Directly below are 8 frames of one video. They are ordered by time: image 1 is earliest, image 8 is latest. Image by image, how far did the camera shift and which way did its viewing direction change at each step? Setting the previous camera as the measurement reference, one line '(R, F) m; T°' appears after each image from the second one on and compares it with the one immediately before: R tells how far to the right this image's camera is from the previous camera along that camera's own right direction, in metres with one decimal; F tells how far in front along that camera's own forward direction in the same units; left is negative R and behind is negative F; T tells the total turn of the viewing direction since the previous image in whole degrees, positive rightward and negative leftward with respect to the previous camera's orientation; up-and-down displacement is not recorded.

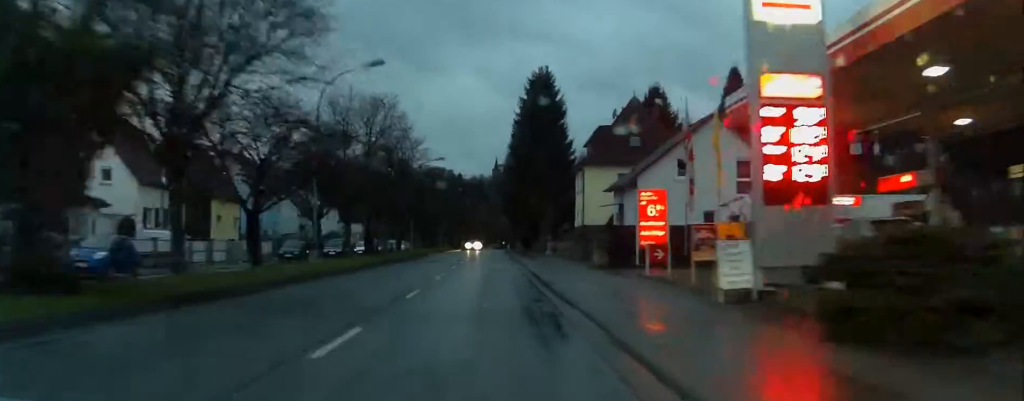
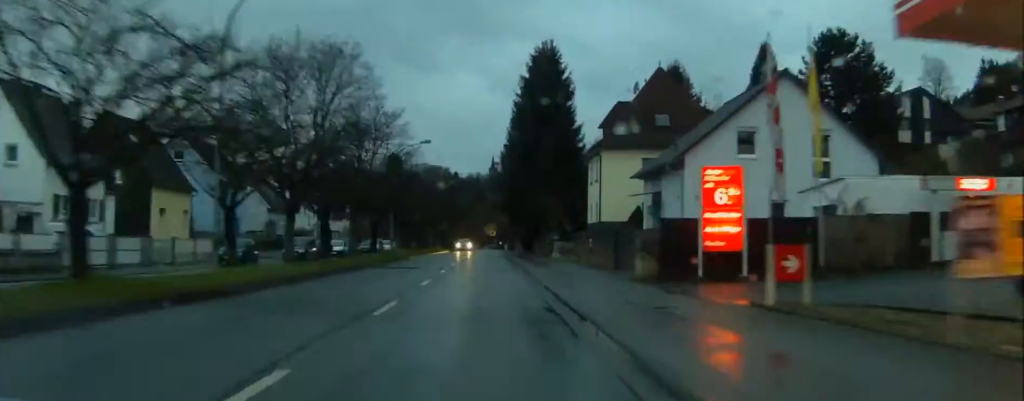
(+0.1, +13.1) m; 0°
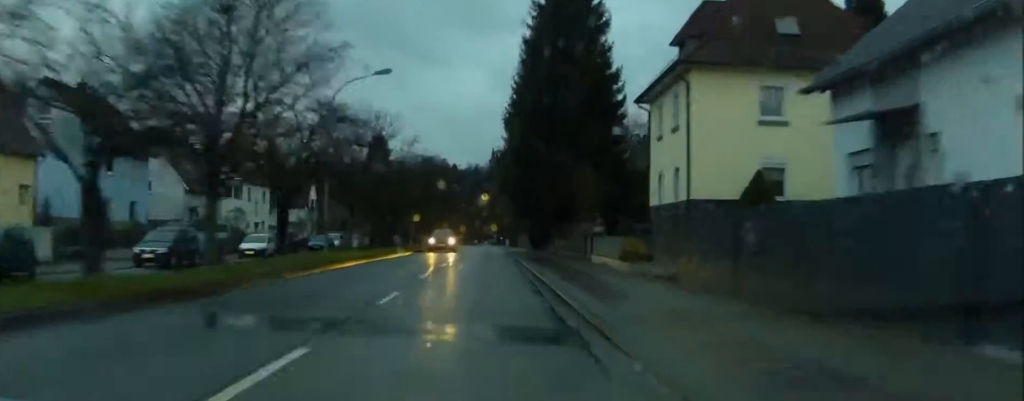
(0.0, +24.9) m; 0°
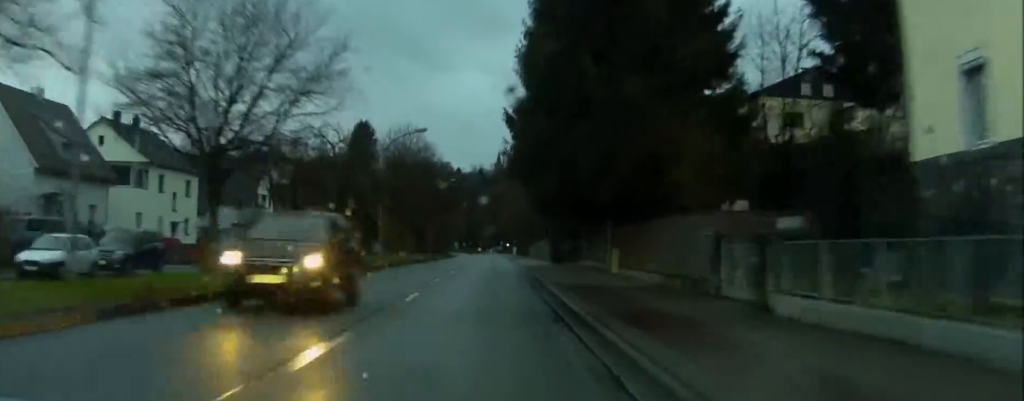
(0.0, +25.8) m; 0°
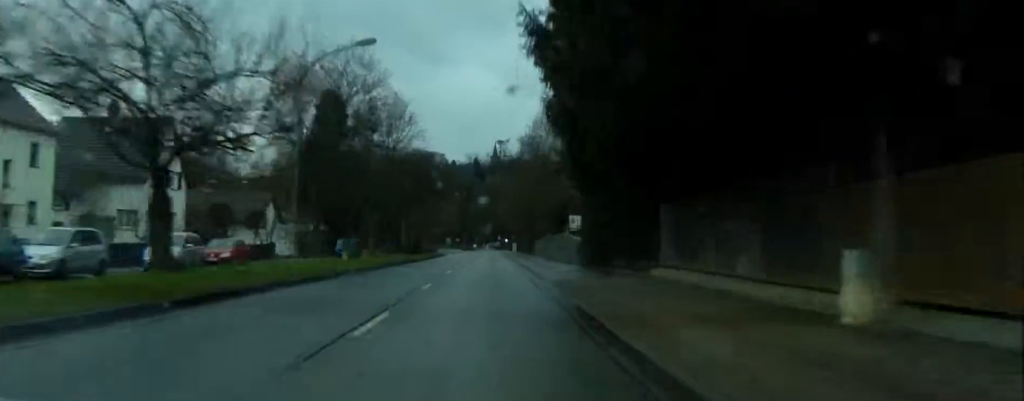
(0.0, +23.8) m; -1°
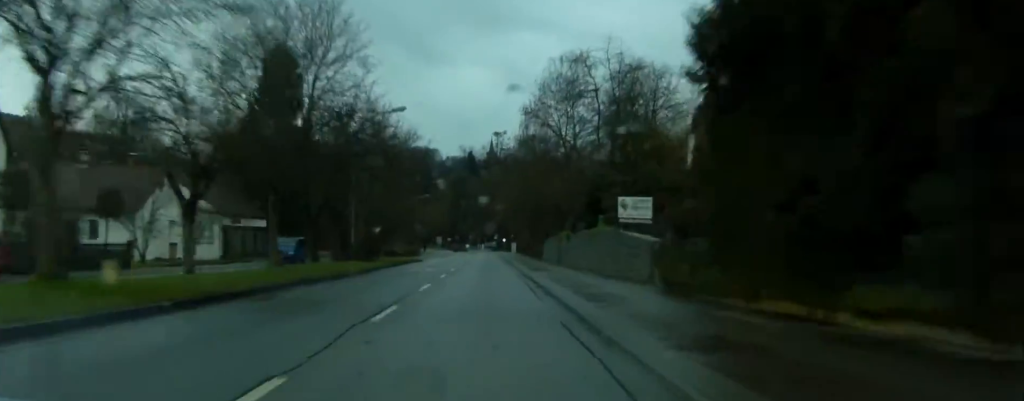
(-0.4, +25.2) m; 0°
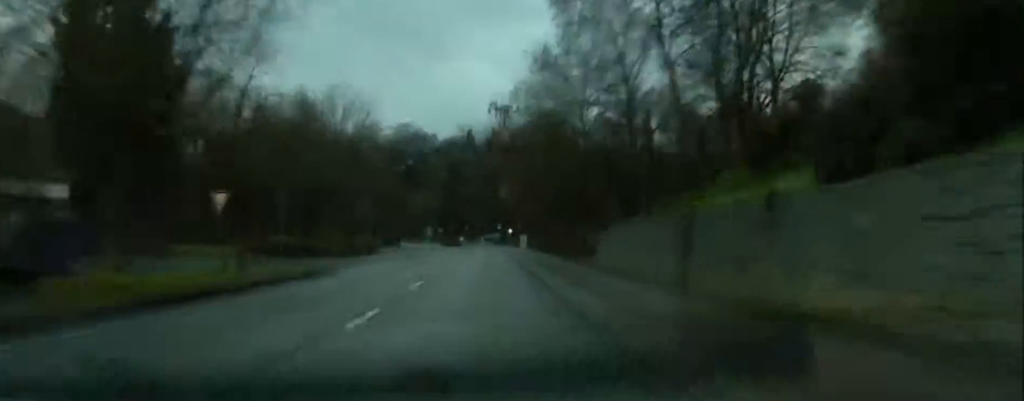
(+0.5, +36.9) m; +1°
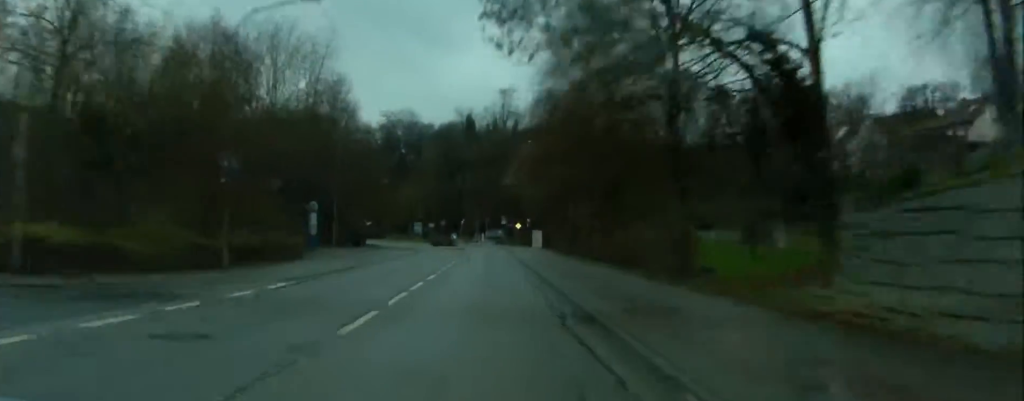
(+0.1, +26.0) m; -1°
